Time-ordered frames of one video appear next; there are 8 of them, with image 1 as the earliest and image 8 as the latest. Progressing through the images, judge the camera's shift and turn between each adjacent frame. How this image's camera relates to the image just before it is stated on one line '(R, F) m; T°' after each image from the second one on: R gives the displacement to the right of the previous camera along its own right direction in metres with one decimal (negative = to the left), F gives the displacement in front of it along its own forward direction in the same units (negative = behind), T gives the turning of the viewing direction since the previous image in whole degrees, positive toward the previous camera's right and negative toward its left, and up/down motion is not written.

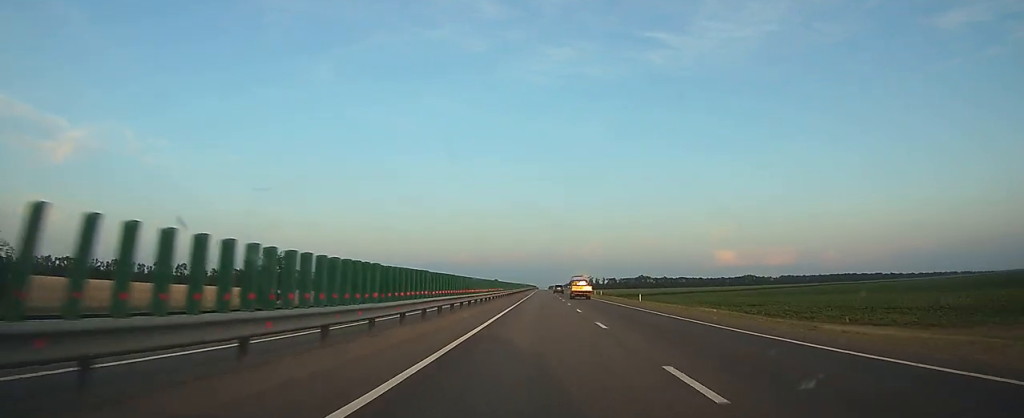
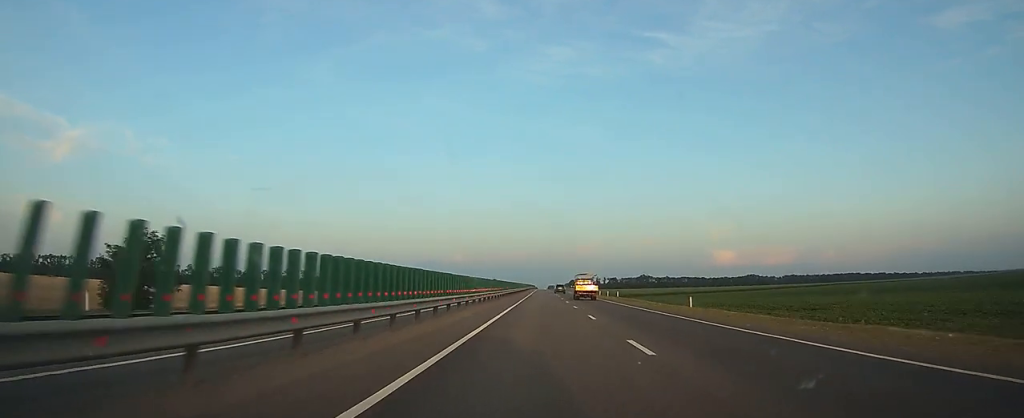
(+0.1, +19.3) m; 0°
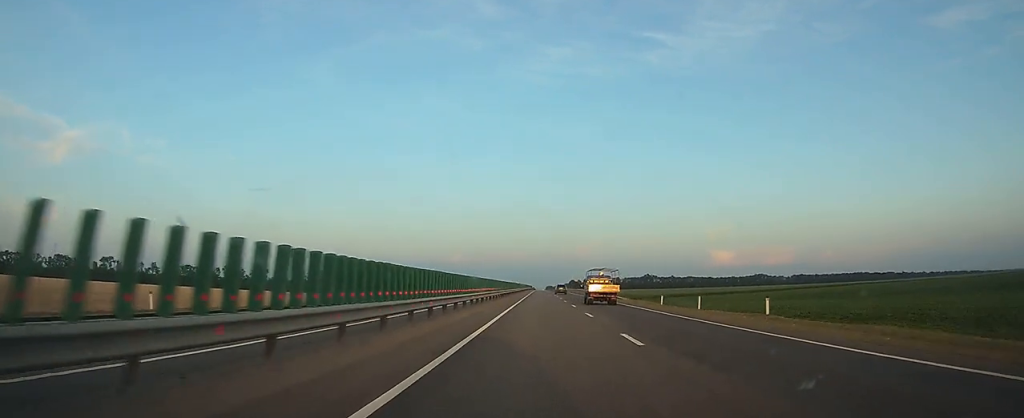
(+0.2, +45.8) m; 0°
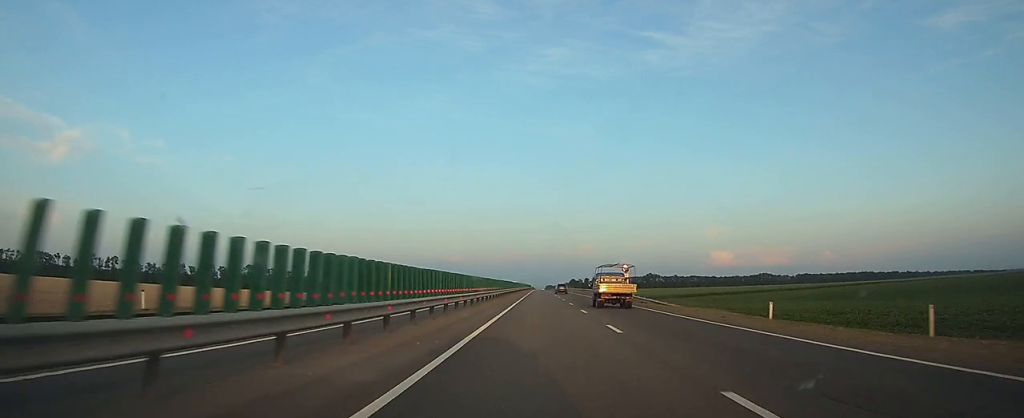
(0.0, +20.5) m; 0°
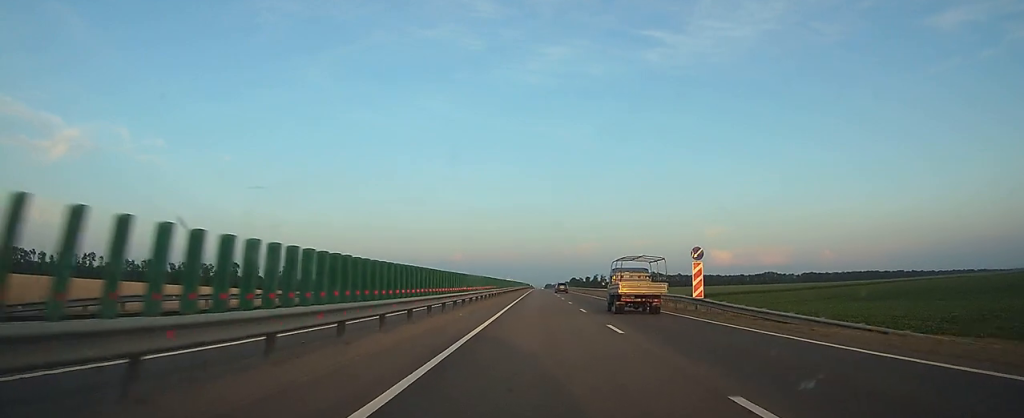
(0.0, +24.1) m; 0°
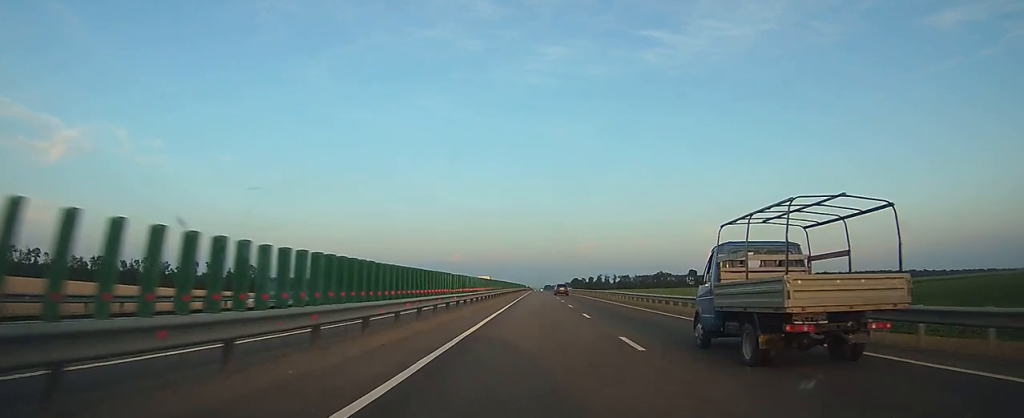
(+0.1, +51.7) m; 0°
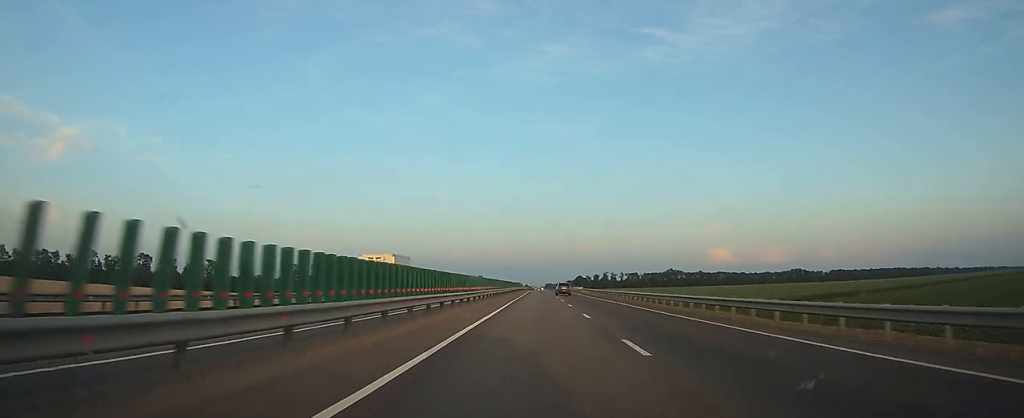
(+0.2, +48.9) m; 0°
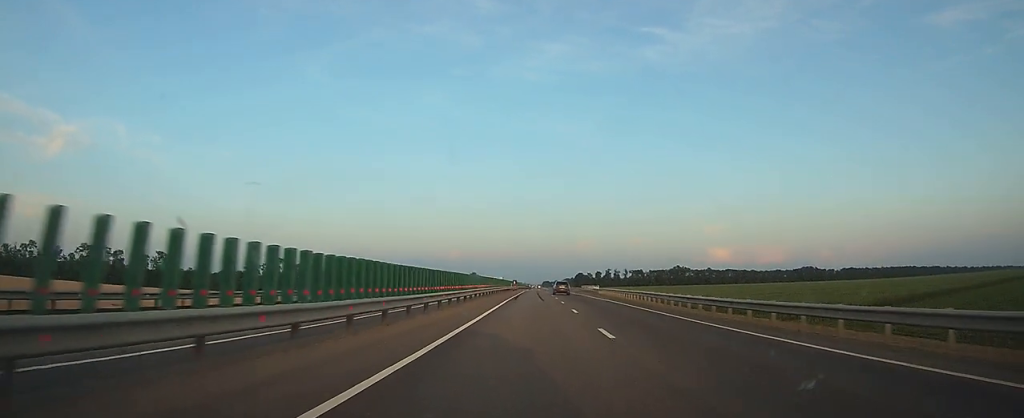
(0.0, +44.8) m; 0°
